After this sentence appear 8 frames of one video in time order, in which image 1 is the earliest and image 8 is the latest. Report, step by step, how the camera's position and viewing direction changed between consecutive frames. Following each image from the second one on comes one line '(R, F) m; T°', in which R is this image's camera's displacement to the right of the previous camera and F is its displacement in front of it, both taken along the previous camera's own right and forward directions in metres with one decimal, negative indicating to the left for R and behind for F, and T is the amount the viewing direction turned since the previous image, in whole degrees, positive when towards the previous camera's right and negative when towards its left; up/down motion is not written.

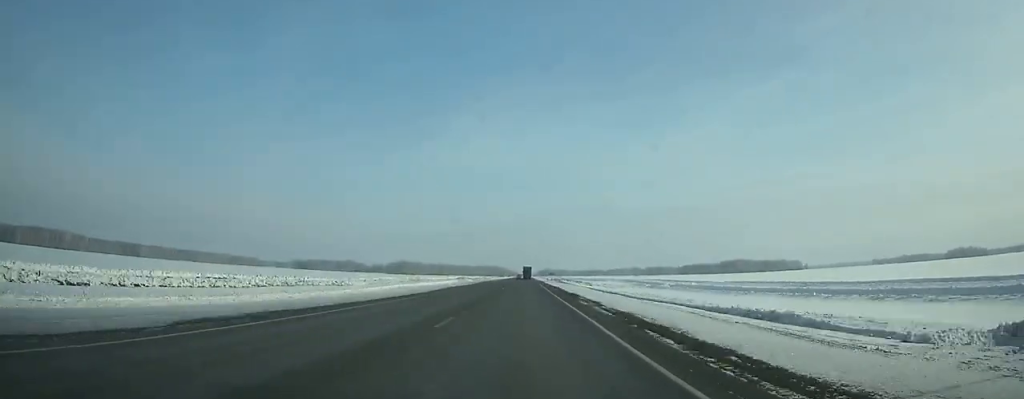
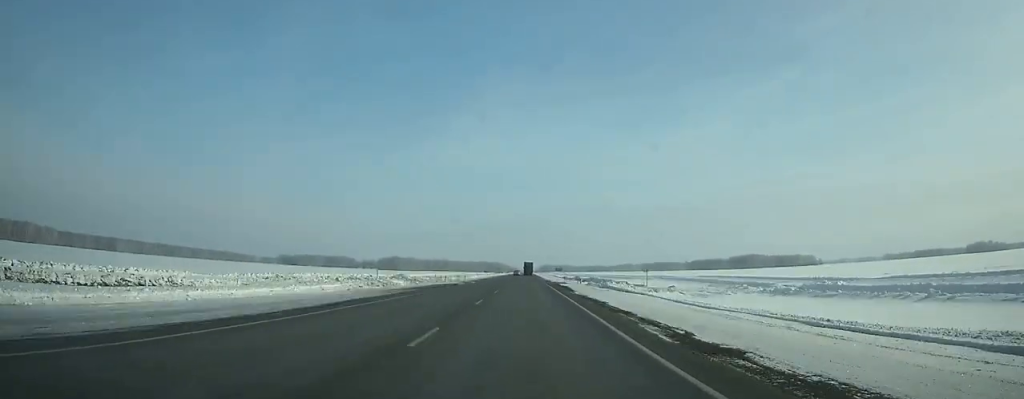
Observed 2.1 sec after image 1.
(+0.1, +62.7) m; 0°
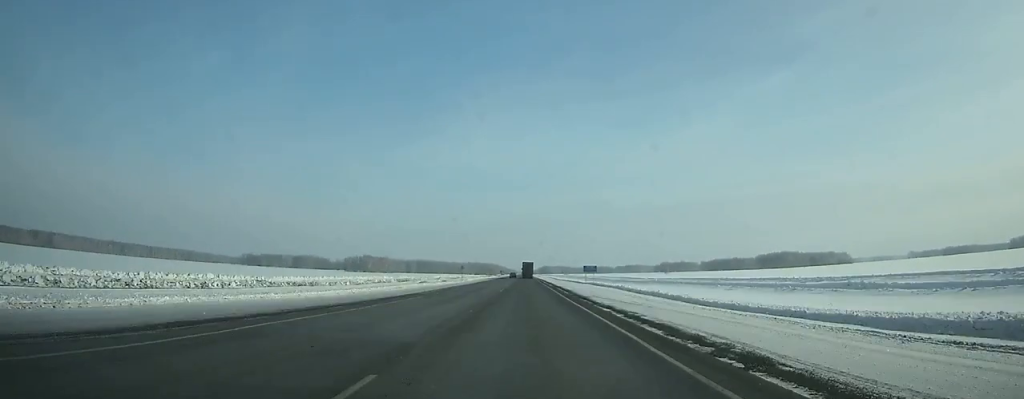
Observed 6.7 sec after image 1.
(+0.4, +135.4) m; 0°
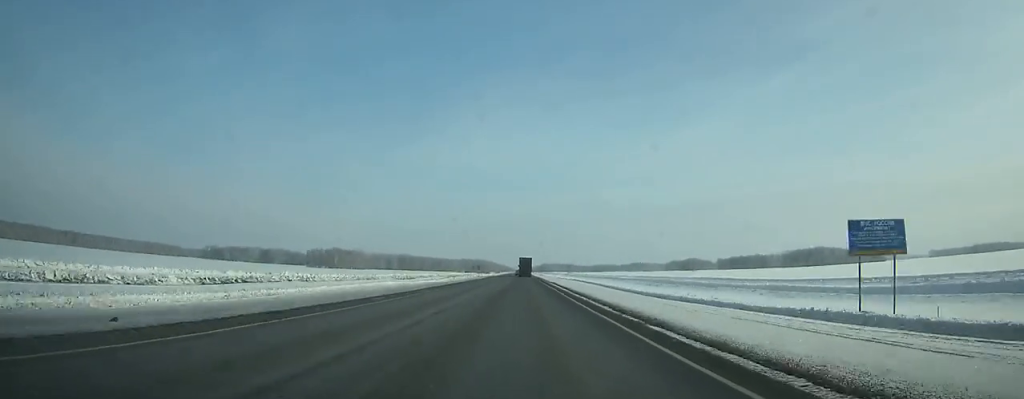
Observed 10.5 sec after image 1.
(-0.1, +108.0) m; 0°
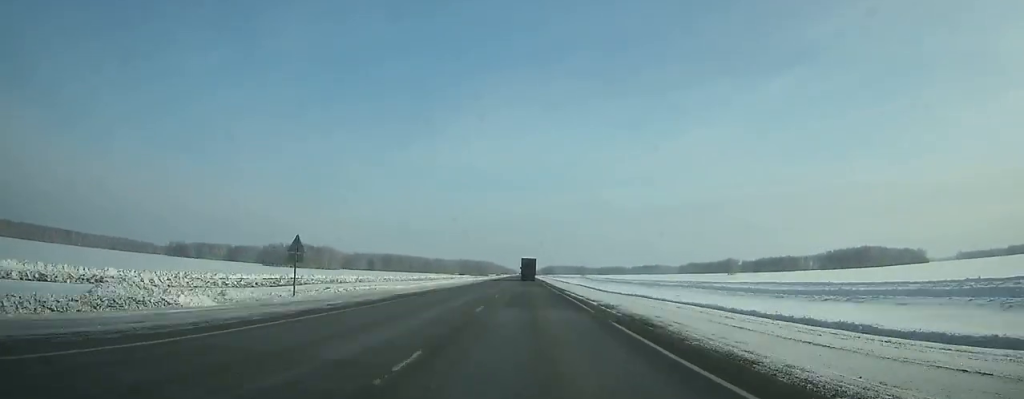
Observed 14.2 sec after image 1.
(0.0, +102.5) m; 0°
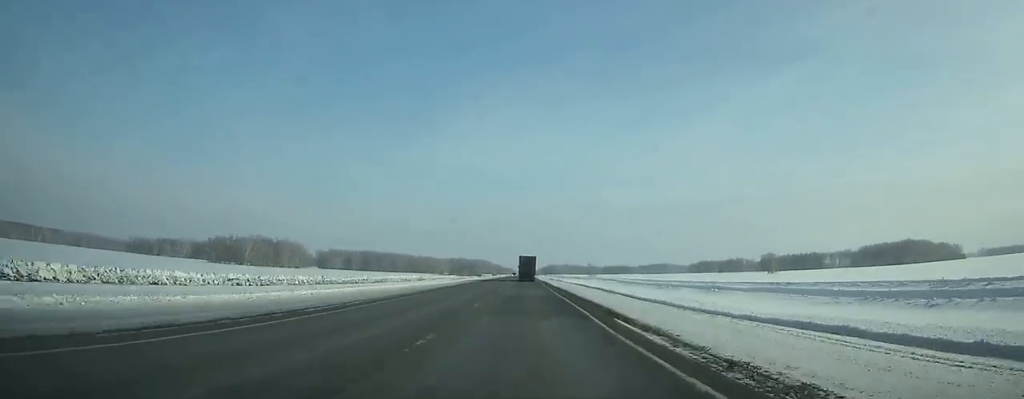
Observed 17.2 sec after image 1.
(+0.2, +81.6) m; 0°
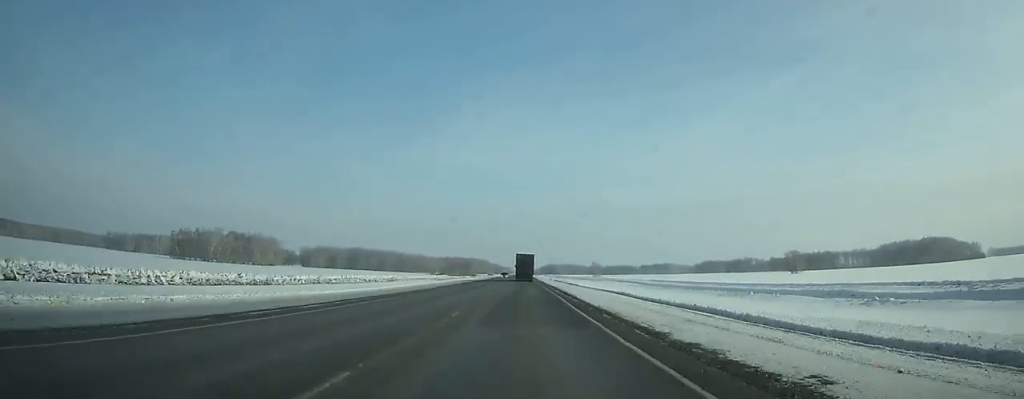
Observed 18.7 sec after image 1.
(+0.2, +40.5) m; 0°
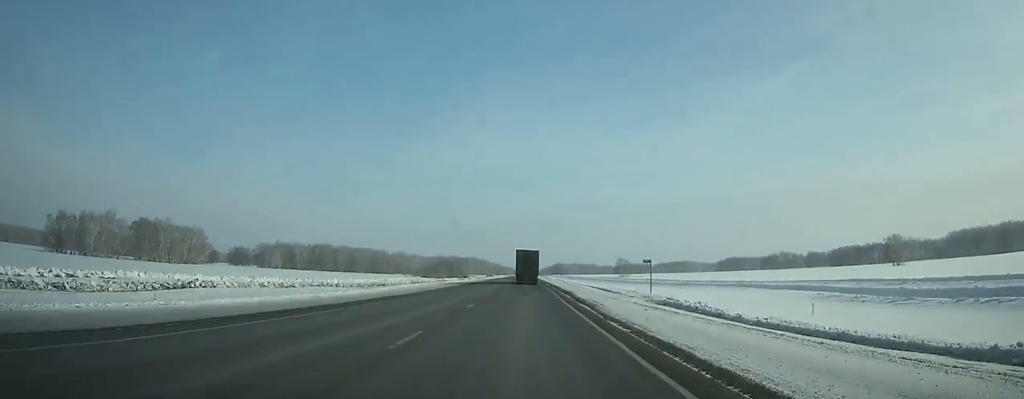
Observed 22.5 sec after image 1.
(-0.5, +100.5) m; 0°
